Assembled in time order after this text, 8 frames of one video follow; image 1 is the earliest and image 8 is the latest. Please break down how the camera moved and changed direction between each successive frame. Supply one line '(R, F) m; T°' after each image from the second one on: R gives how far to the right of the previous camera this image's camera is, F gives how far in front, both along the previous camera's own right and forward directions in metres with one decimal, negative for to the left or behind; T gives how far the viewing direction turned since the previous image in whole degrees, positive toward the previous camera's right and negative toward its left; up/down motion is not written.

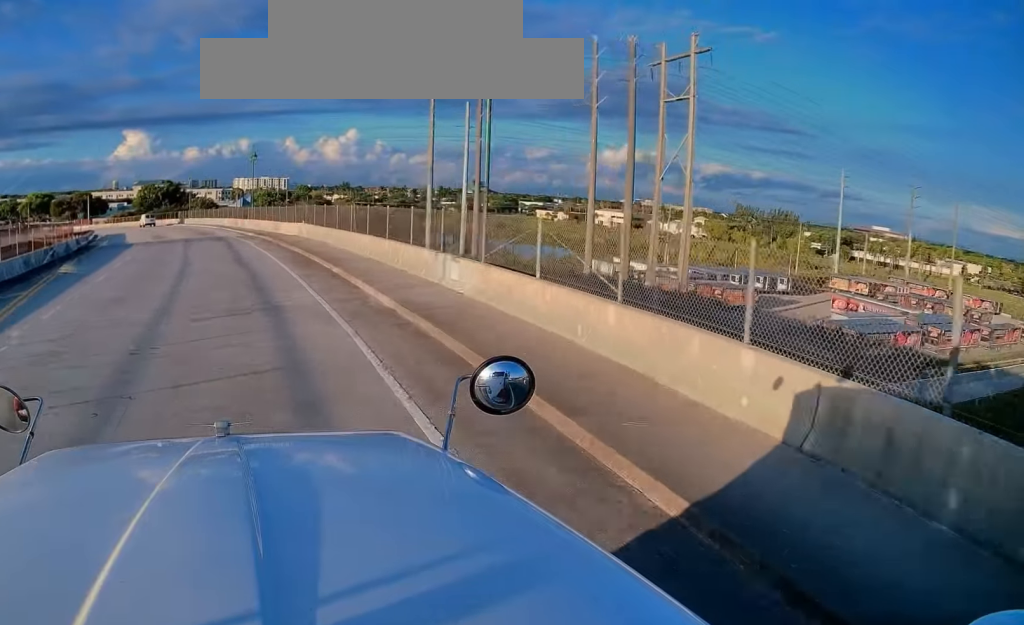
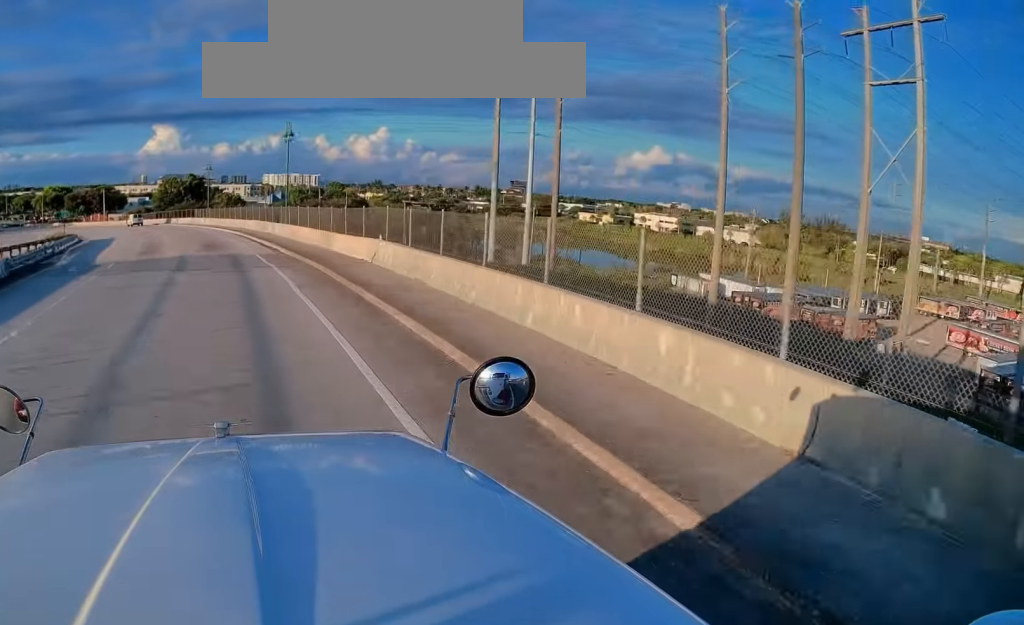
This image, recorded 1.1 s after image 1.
(0.0, +19.1) m; -1°
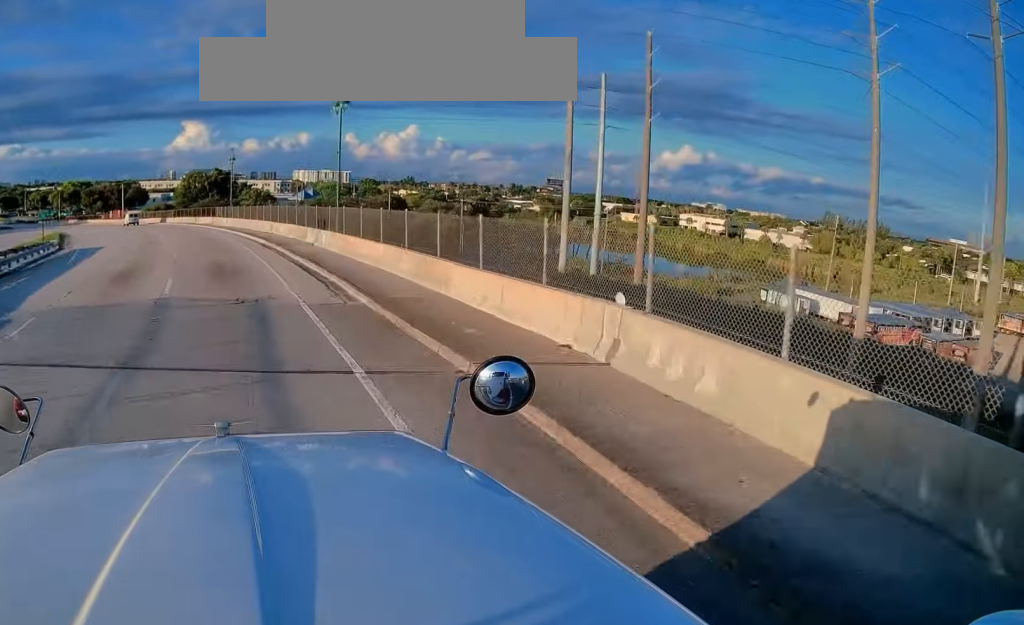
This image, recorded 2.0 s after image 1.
(-0.3, +15.2) m; -3°
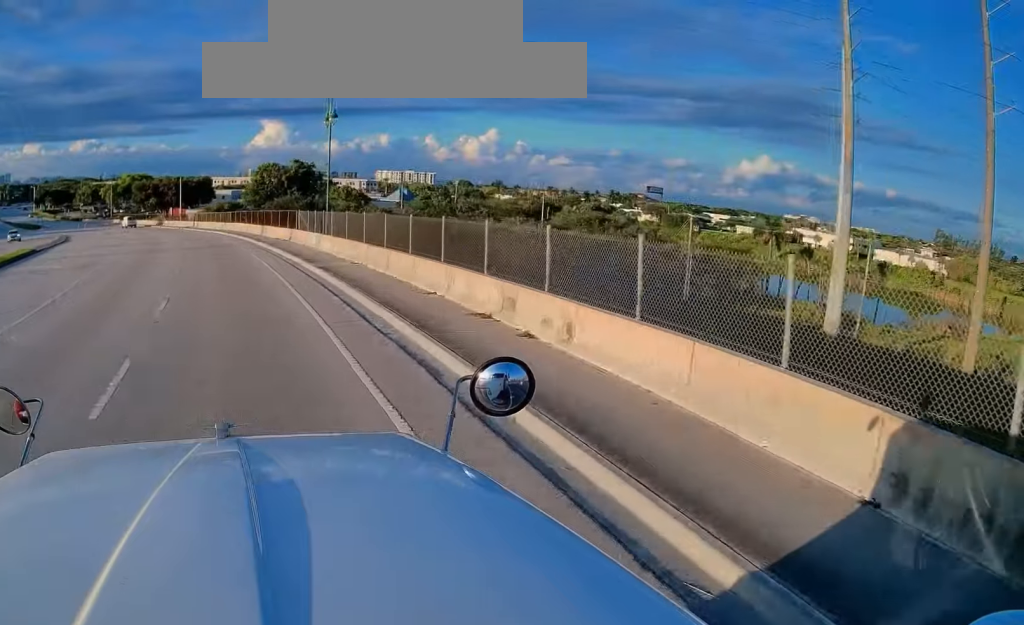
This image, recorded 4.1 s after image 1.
(-3.3, +35.5) m; -10°
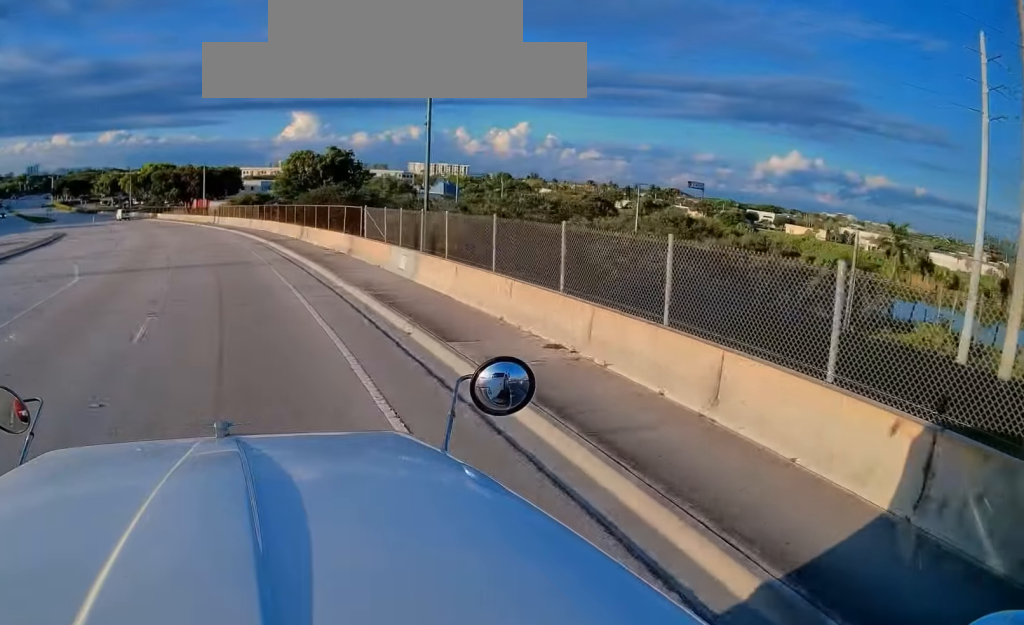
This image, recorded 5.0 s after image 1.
(-0.4, +15.0) m; -2°
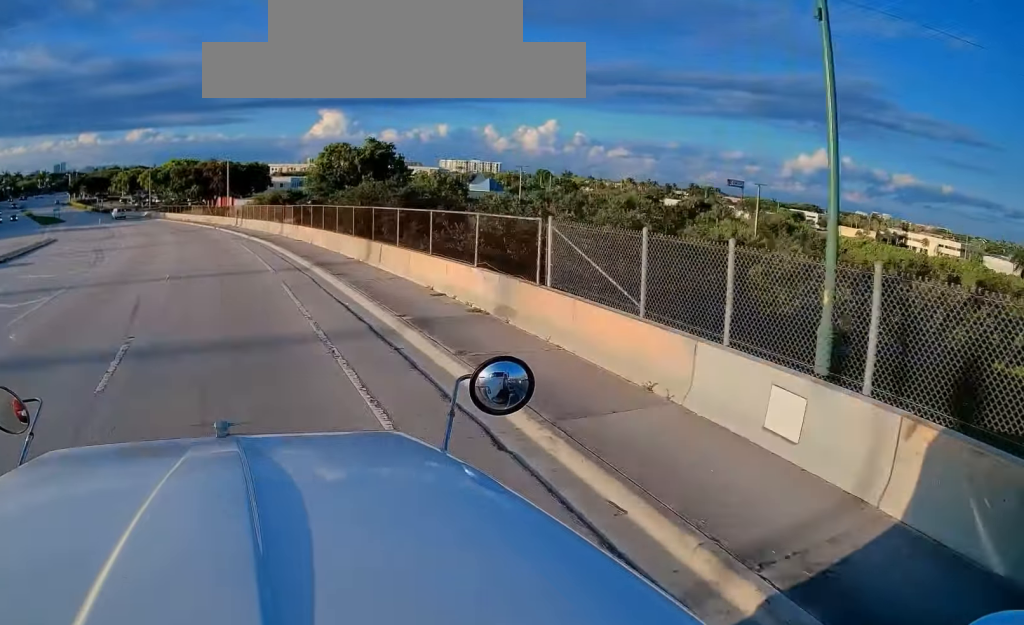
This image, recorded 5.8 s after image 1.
(-0.1, +14.5) m; -2°
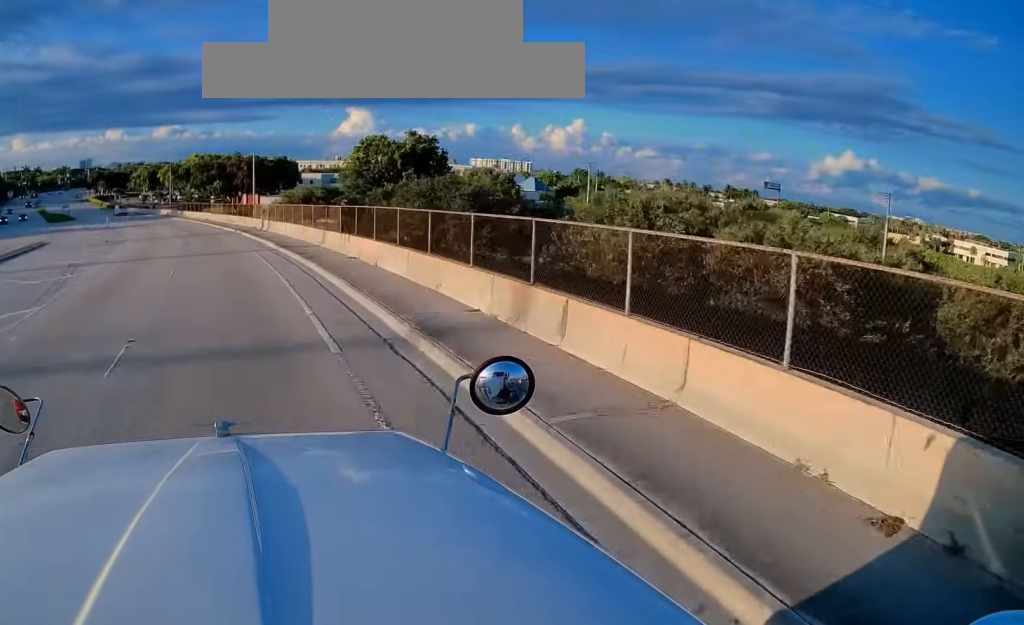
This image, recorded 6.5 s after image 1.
(+0.1, +11.6) m; -2°
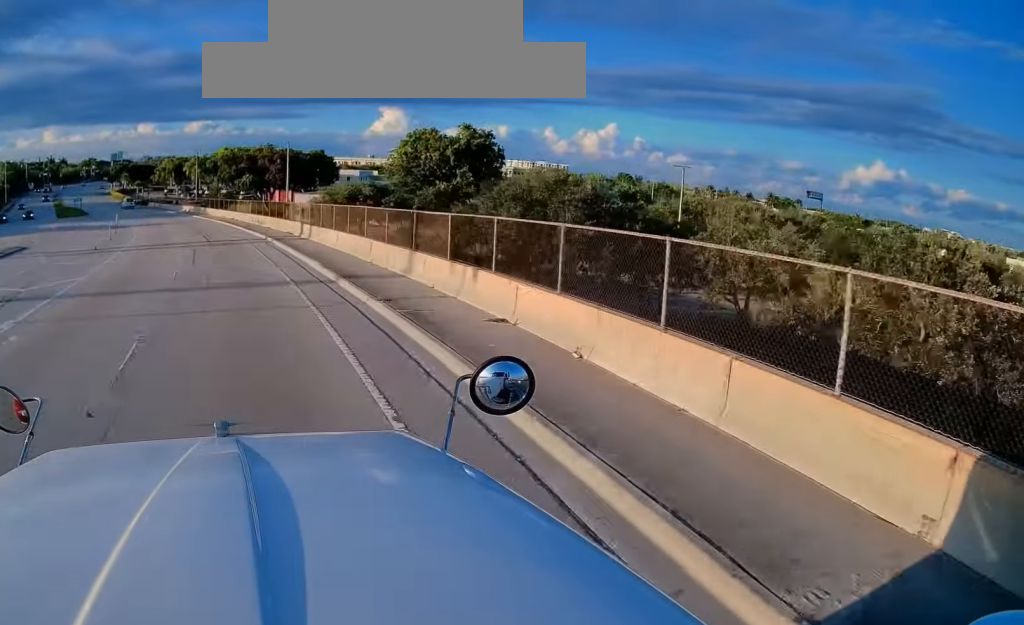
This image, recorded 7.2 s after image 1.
(-0.5, +12.0) m; -3°
